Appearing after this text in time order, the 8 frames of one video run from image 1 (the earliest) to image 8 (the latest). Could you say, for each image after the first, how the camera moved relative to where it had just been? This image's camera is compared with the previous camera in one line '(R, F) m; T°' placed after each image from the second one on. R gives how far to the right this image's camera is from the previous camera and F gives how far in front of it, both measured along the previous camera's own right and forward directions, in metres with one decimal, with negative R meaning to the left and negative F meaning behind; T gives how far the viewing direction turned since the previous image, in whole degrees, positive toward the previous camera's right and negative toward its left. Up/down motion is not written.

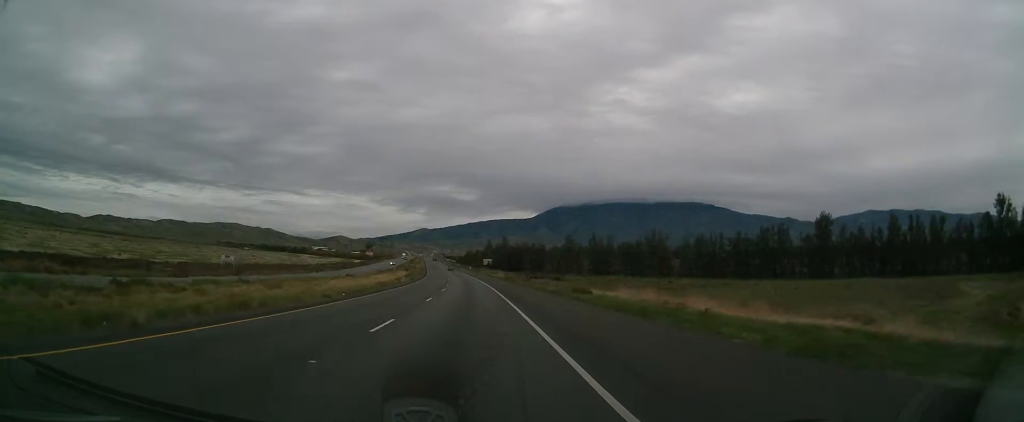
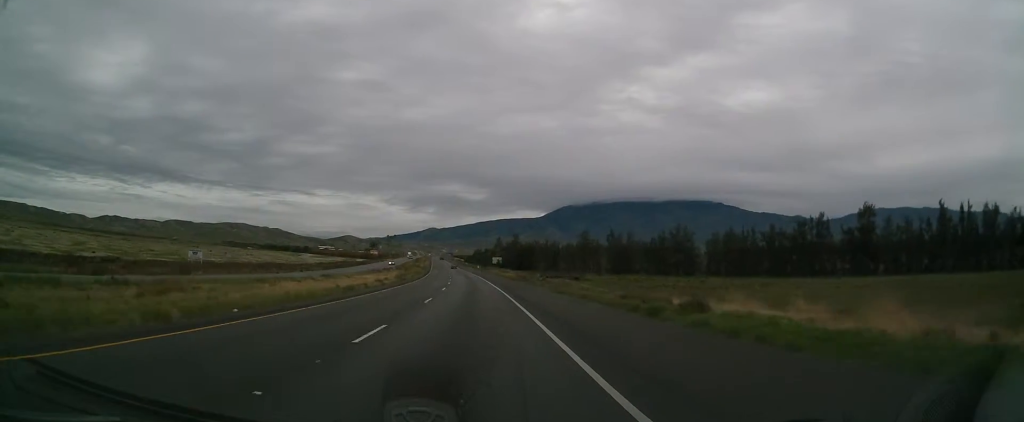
(-0.1, +17.1) m; -1°
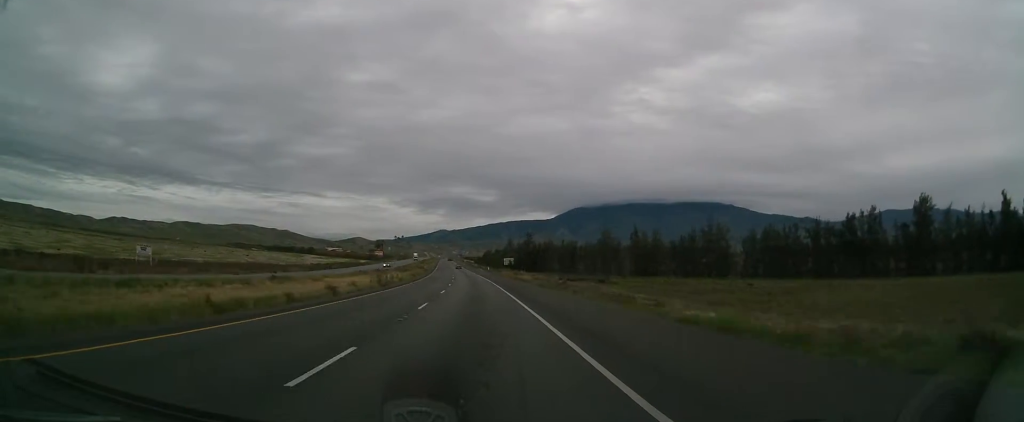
(-0.2, +21.4) m; 0°
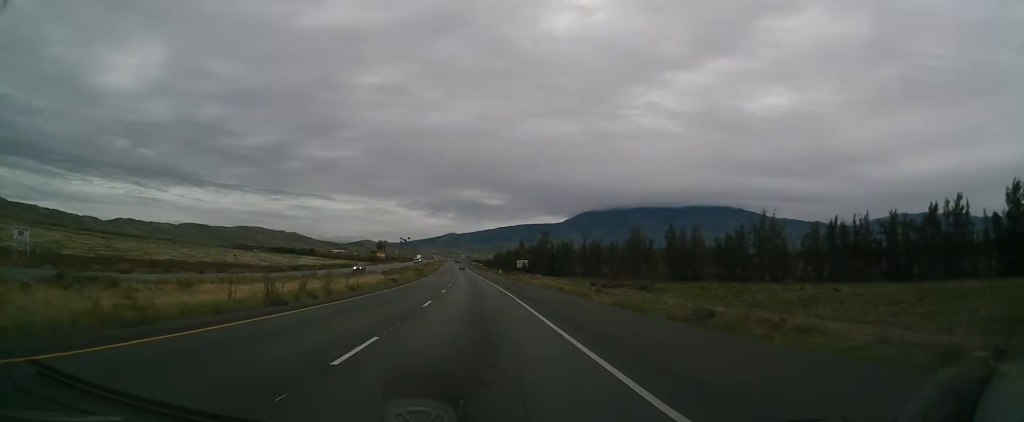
(-0.2, +29.8) m; -1°
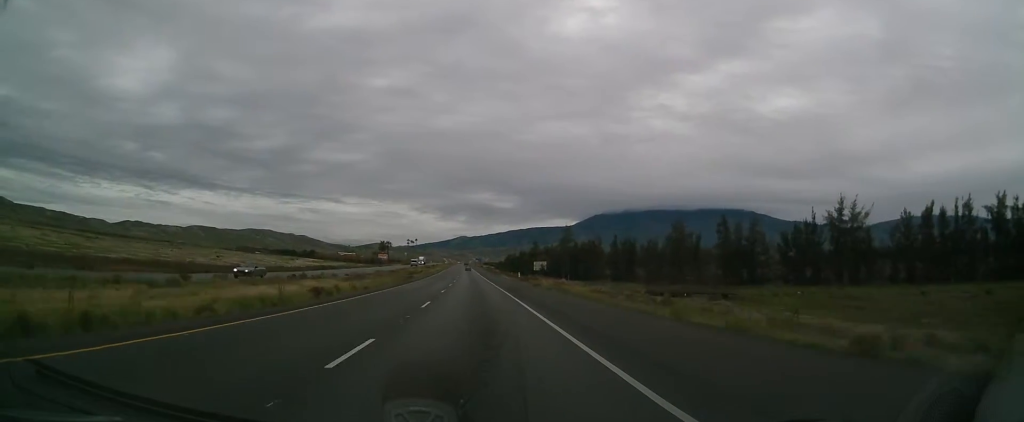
(-0.3, +29.7) m; -1°
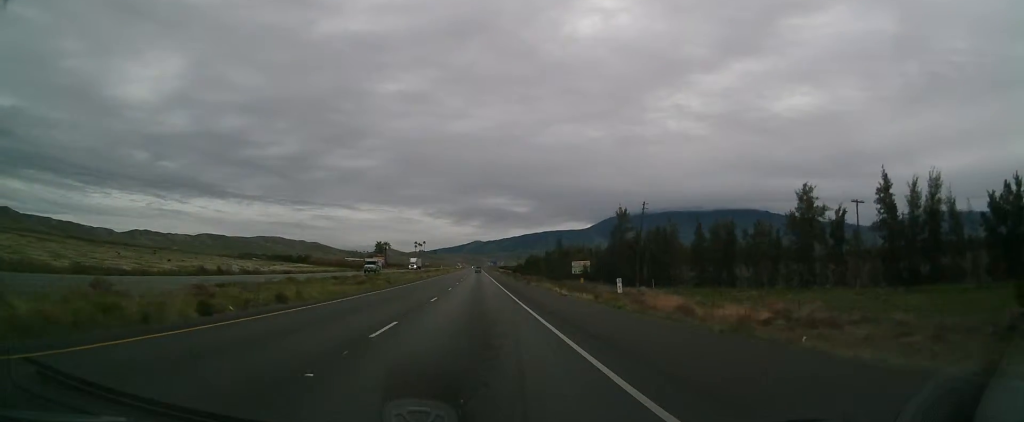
(-1.1, +53.2) m; -2°
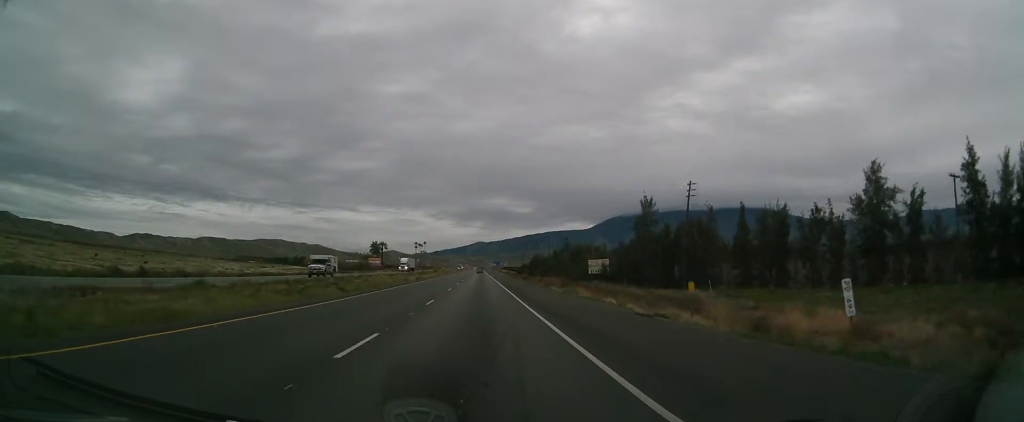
(0.0, +19.8) m; 0°
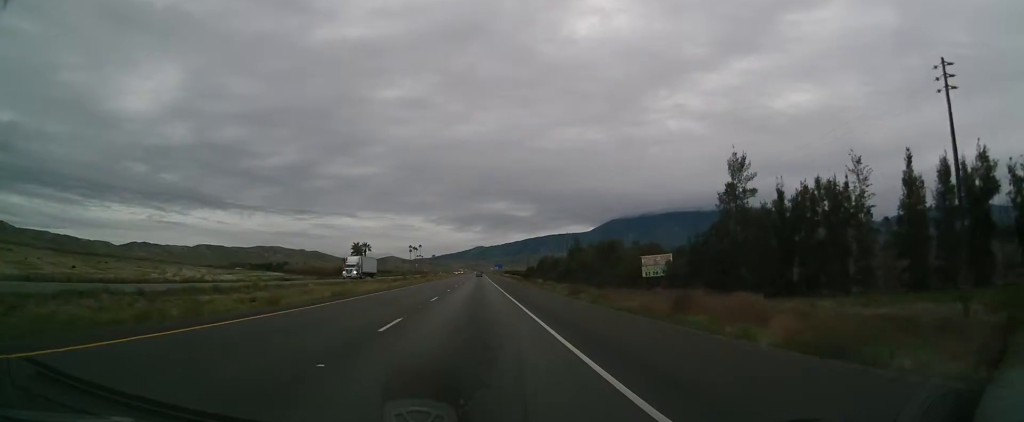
(-0.1, +42.2) m; 0°
